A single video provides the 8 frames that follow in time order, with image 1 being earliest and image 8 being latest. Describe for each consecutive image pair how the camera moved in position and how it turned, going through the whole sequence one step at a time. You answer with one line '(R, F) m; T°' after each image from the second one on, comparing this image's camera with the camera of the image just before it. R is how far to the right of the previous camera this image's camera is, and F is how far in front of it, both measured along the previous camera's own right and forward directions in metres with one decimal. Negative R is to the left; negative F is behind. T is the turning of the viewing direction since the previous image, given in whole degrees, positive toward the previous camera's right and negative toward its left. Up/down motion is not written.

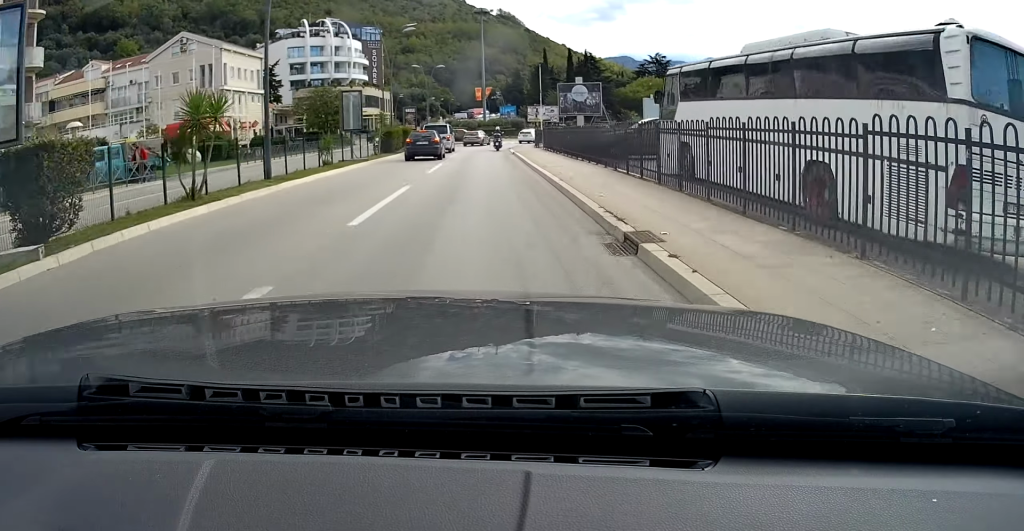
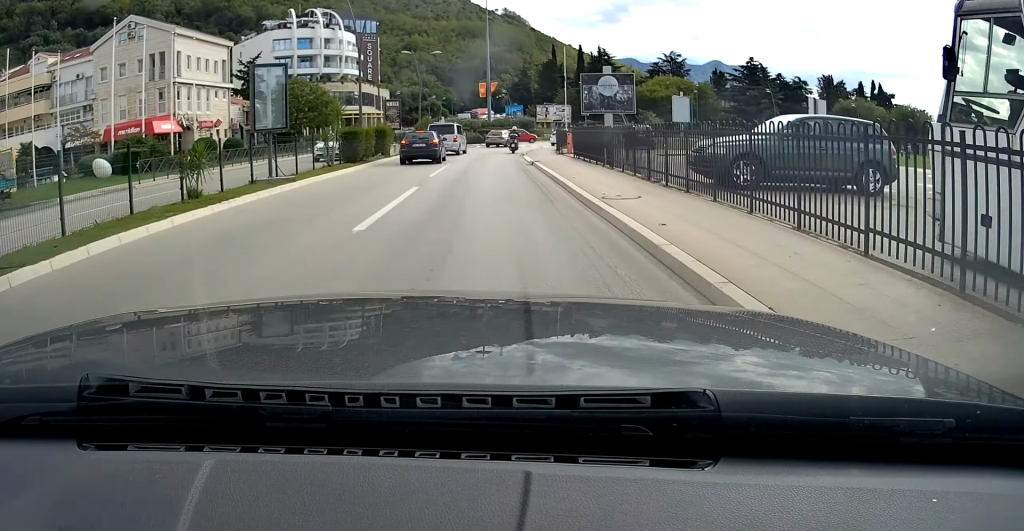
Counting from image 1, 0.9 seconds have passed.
(0.0, +11.4) m; 0°
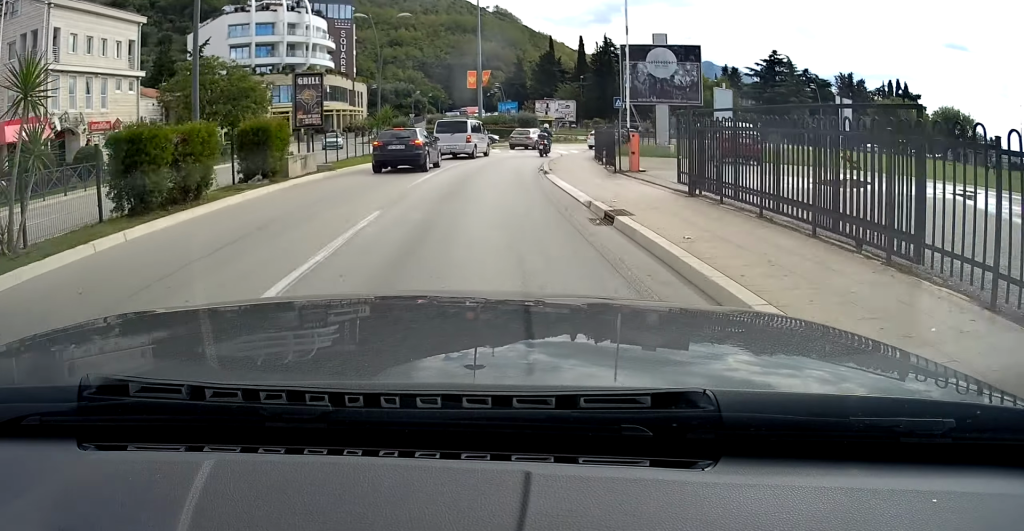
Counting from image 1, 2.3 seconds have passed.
(+0.1, +16.0) m; +1°
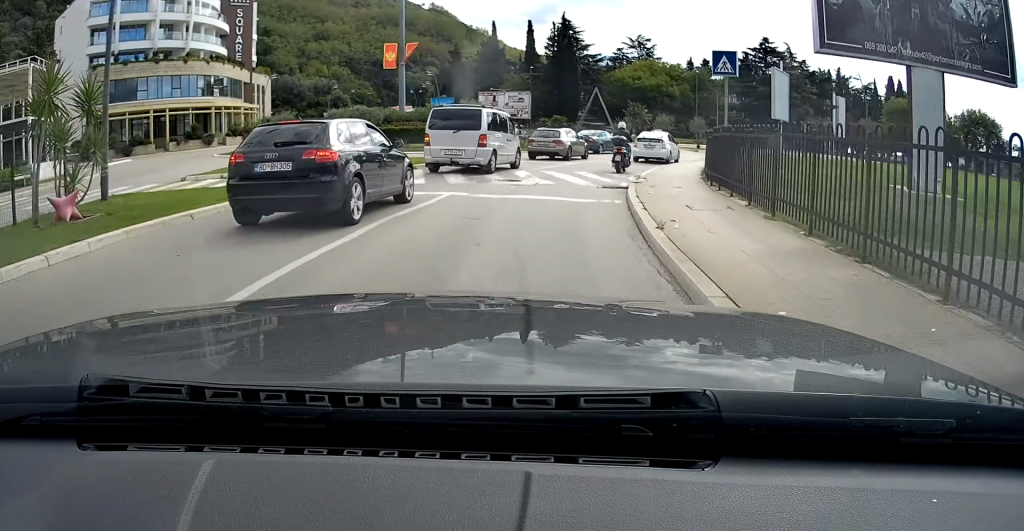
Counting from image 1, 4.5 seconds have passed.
(+0.2, +22.3) m; +4°
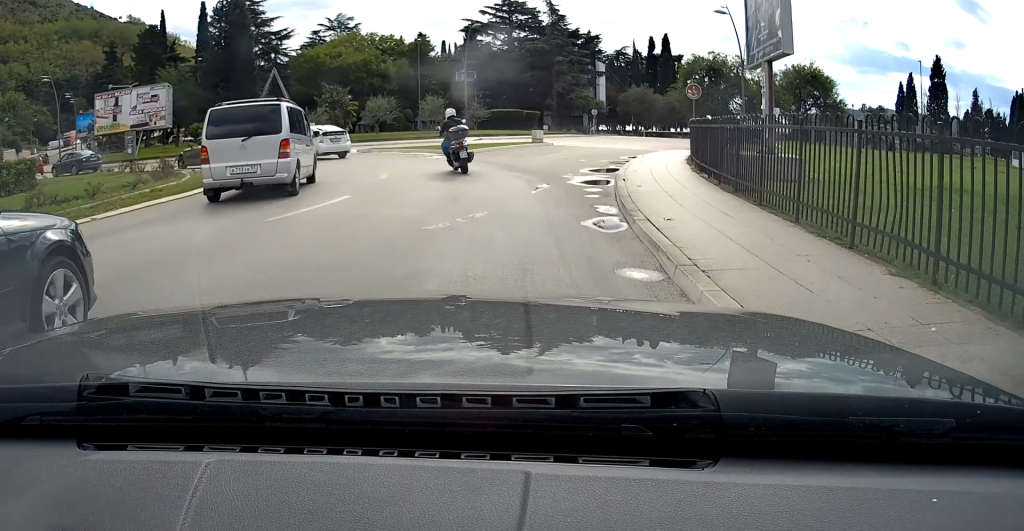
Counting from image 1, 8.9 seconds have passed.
(+7.2, +31.2) m; +24°
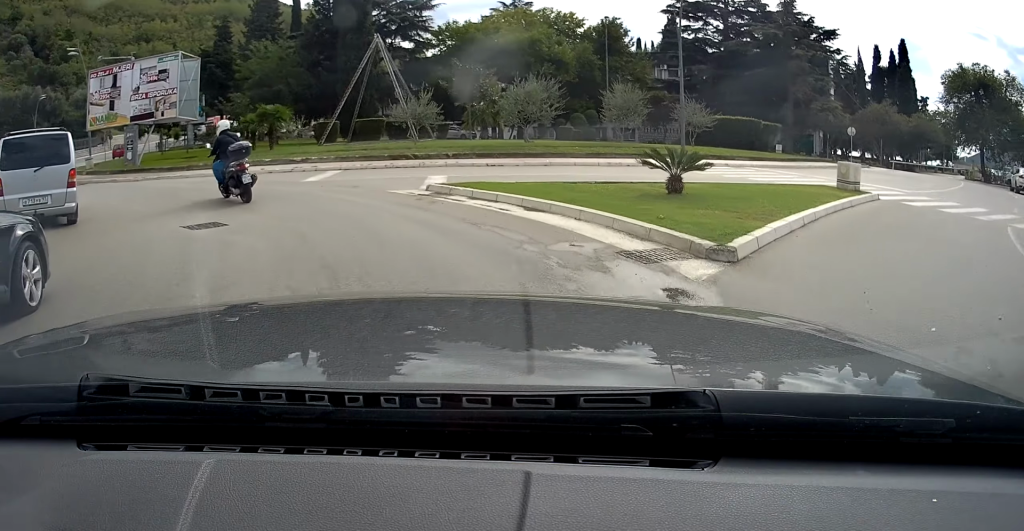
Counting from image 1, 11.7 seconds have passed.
(-0.6, +17.9) m; -17°
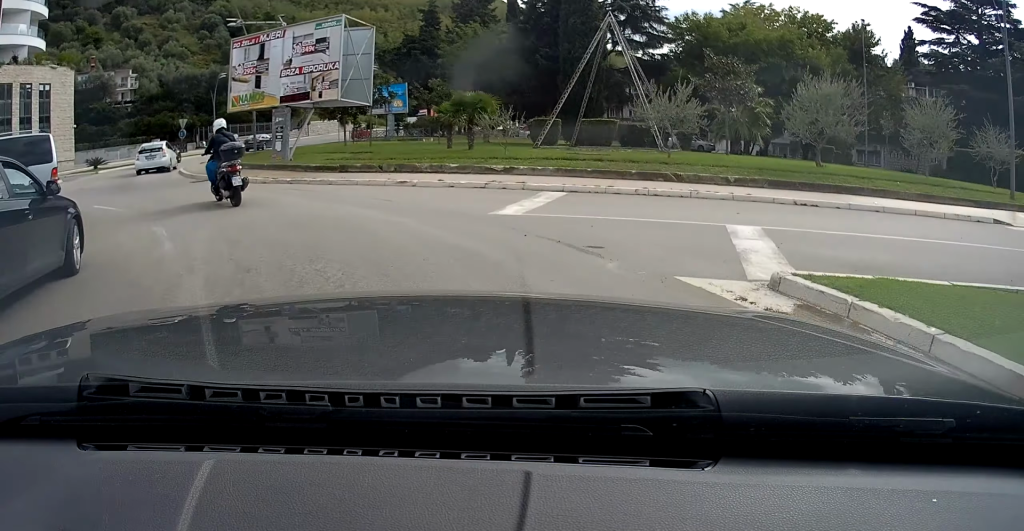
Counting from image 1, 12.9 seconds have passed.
(-0.6, +7.1) m; -15°
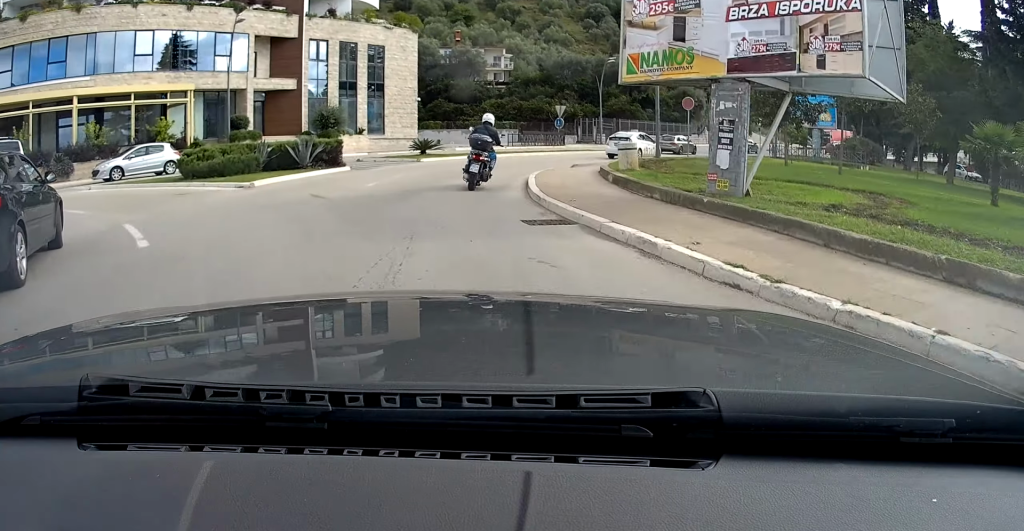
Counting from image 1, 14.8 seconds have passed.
(-2.8, +11.7) m; -24°
